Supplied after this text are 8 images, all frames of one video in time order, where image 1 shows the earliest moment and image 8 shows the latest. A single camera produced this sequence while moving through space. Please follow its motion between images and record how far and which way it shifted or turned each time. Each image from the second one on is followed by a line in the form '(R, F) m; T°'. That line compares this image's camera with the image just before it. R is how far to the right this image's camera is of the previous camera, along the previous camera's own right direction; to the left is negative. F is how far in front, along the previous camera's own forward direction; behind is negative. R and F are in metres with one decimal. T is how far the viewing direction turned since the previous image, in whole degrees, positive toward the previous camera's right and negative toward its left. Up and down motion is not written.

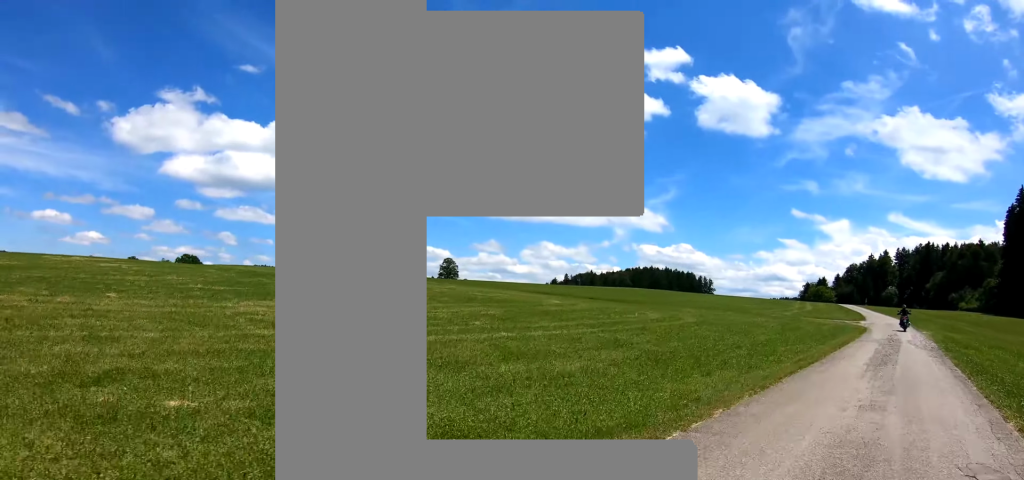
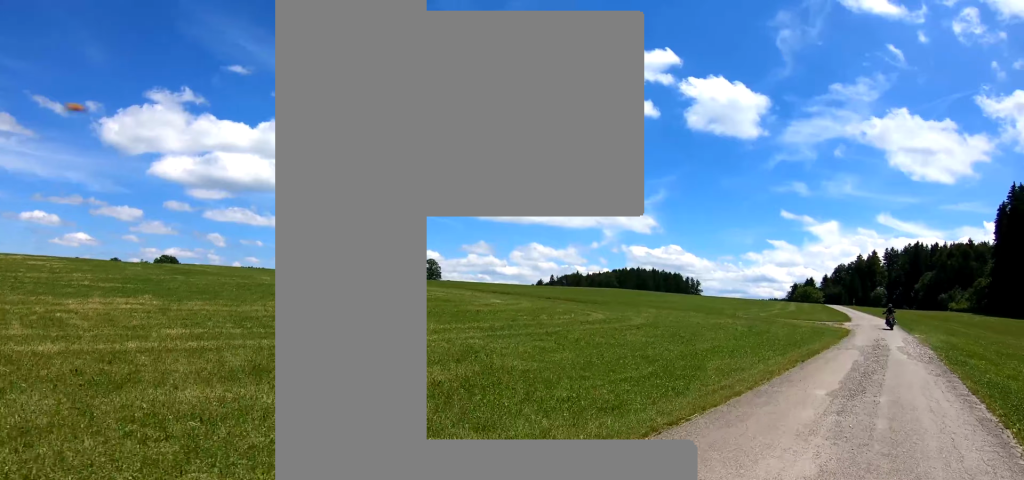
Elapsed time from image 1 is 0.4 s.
(0.0, +5.3) m; 0°
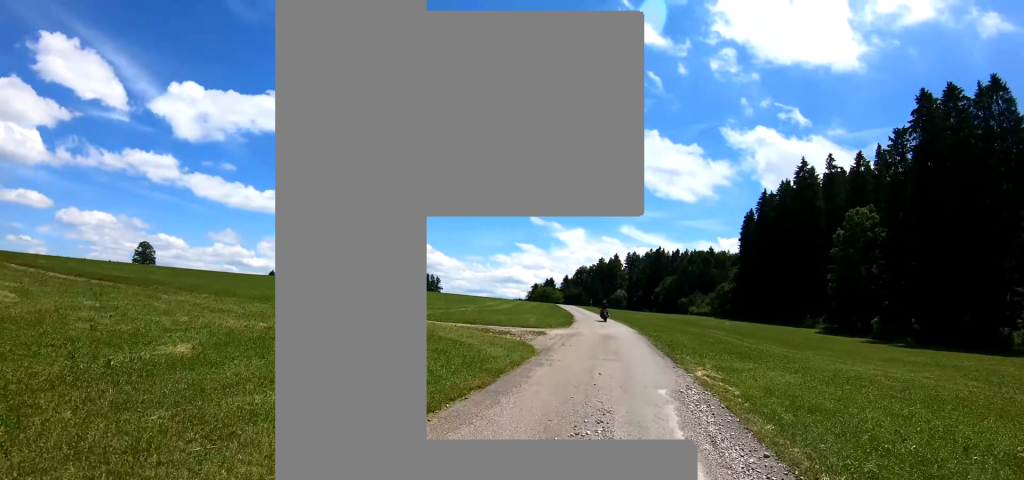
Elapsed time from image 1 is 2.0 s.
(-0.2, +20.7) m; -1°
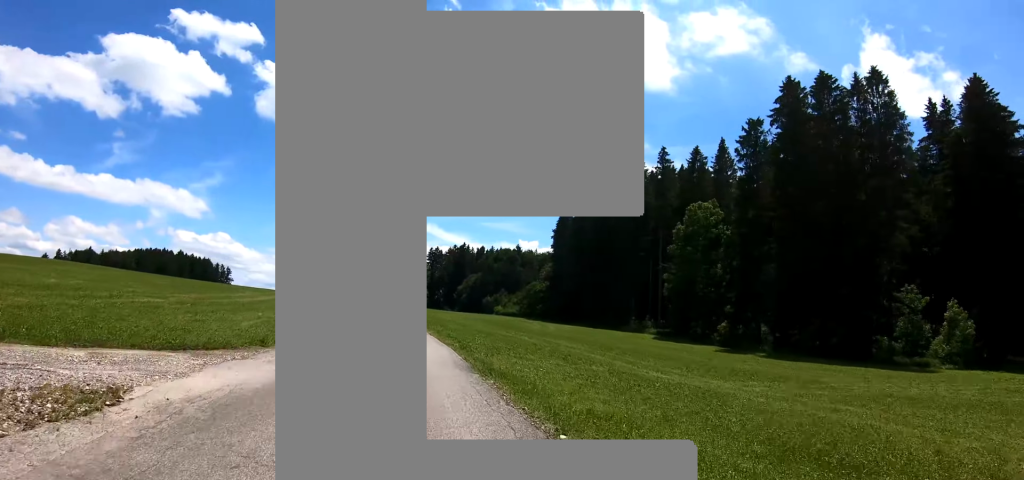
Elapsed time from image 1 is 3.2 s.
(-0.4, +16.7) m; -3°
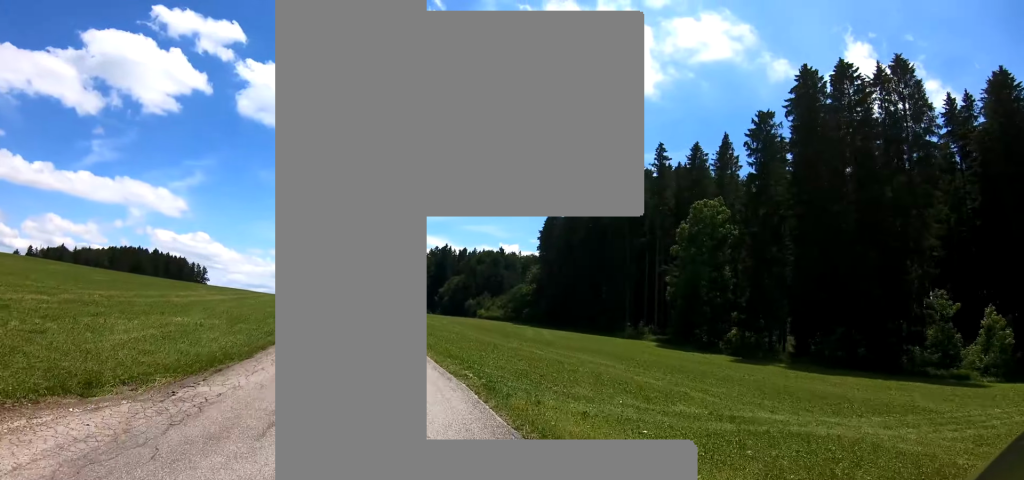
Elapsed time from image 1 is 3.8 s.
(-0.1, +7.1) m; -1°
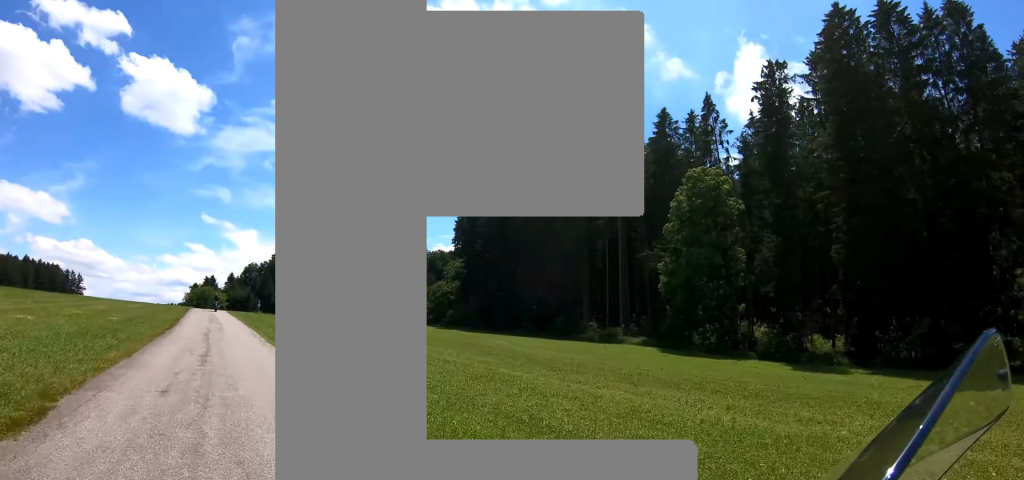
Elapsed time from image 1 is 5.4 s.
(-0.7, +22.2) m; -3°
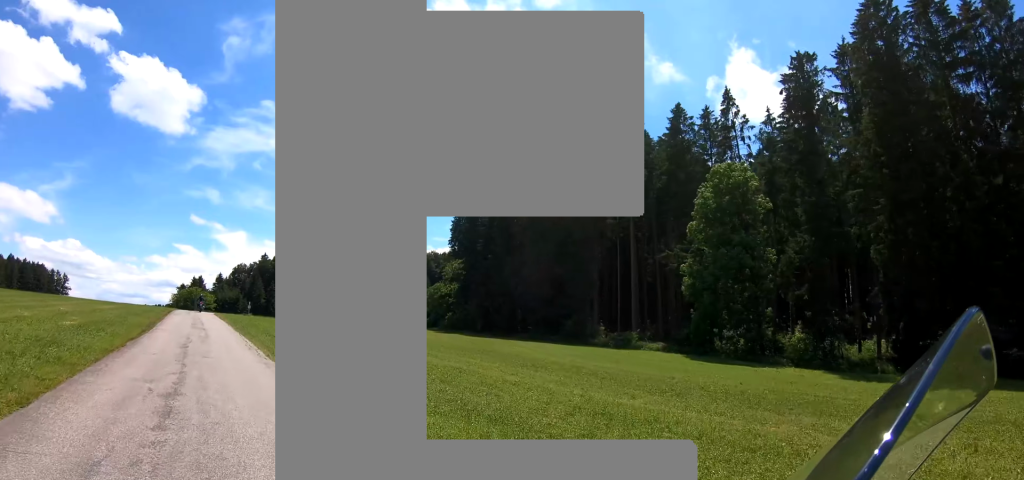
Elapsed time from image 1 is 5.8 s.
(-0.1, +5.6) m; -1°
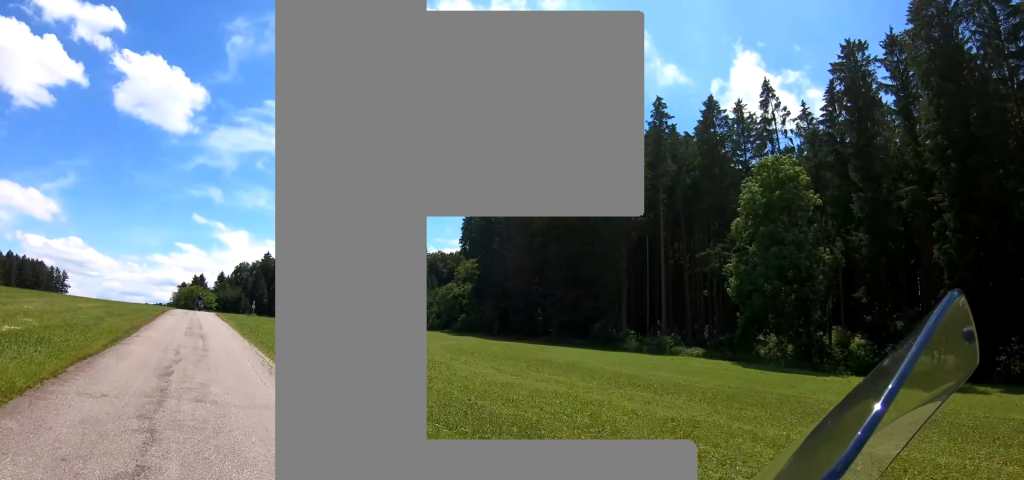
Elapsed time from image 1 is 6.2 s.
(0.0, +6.2) m; 0°
